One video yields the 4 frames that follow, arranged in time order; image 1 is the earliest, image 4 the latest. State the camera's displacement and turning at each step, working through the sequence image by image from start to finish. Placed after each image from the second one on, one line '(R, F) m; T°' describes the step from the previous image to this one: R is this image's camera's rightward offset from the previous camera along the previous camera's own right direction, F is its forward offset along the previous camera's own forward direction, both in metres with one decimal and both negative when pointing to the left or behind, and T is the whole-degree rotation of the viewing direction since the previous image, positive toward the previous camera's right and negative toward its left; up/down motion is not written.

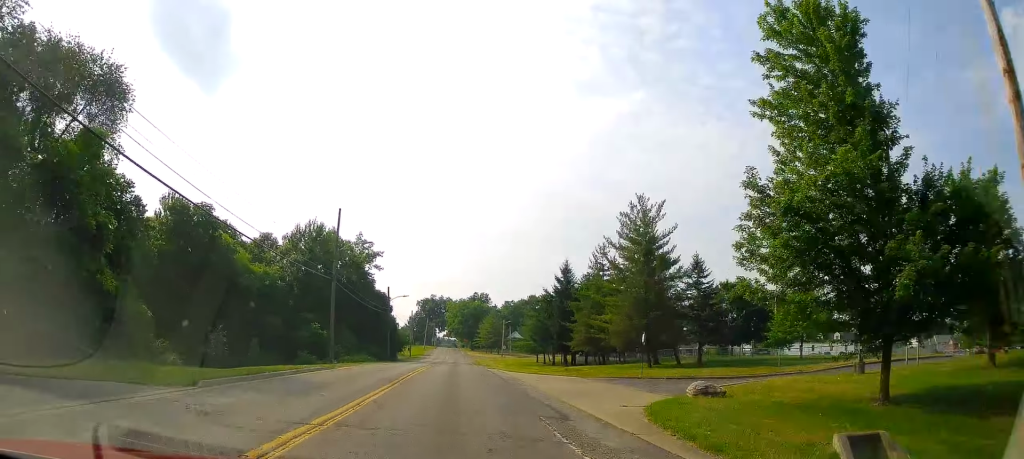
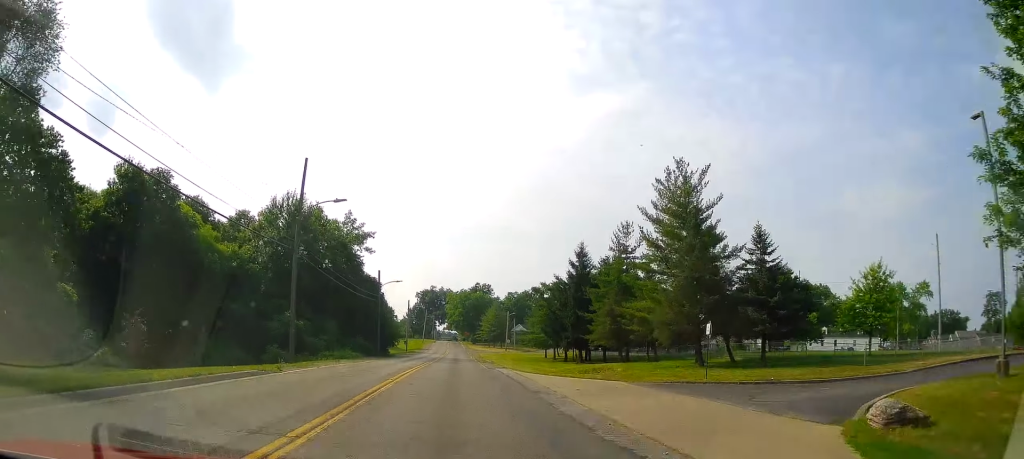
(-0.2, +9.4) m; -2°
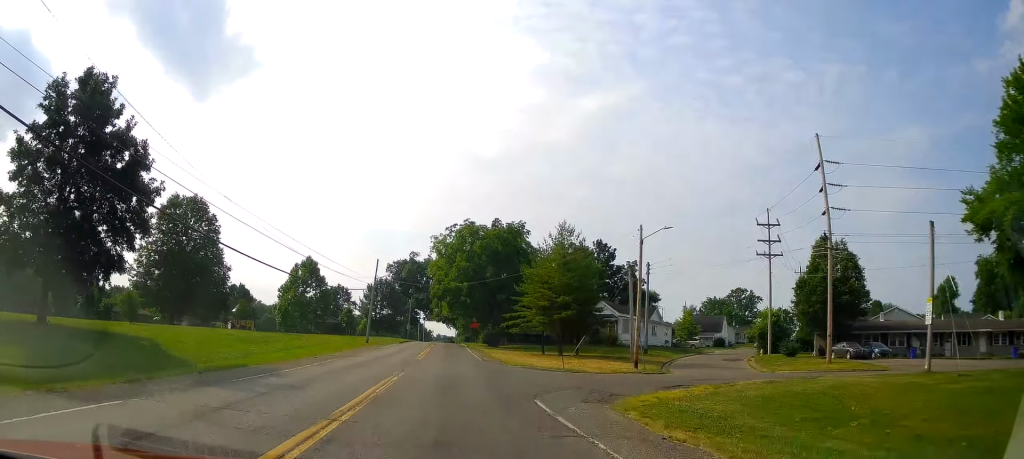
(-1.3, +97.6) m; -2°
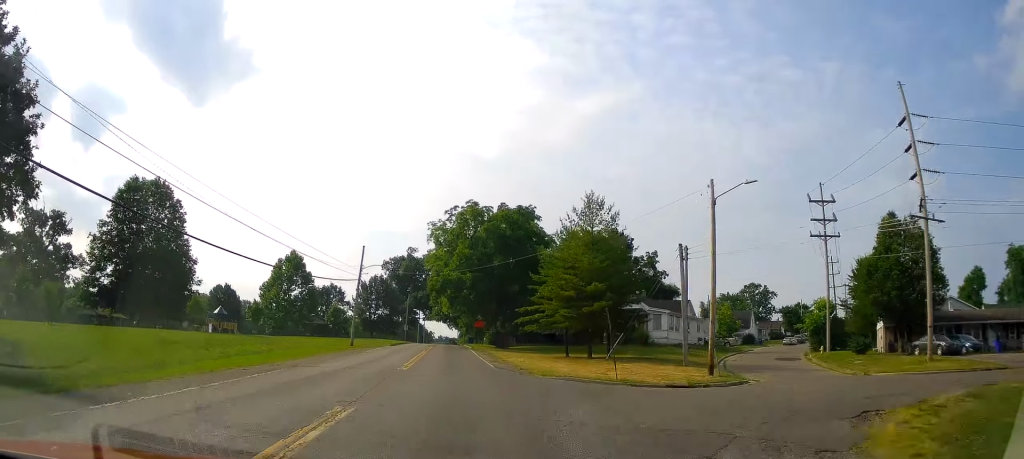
(+0.1, +10.6) m; +1°
